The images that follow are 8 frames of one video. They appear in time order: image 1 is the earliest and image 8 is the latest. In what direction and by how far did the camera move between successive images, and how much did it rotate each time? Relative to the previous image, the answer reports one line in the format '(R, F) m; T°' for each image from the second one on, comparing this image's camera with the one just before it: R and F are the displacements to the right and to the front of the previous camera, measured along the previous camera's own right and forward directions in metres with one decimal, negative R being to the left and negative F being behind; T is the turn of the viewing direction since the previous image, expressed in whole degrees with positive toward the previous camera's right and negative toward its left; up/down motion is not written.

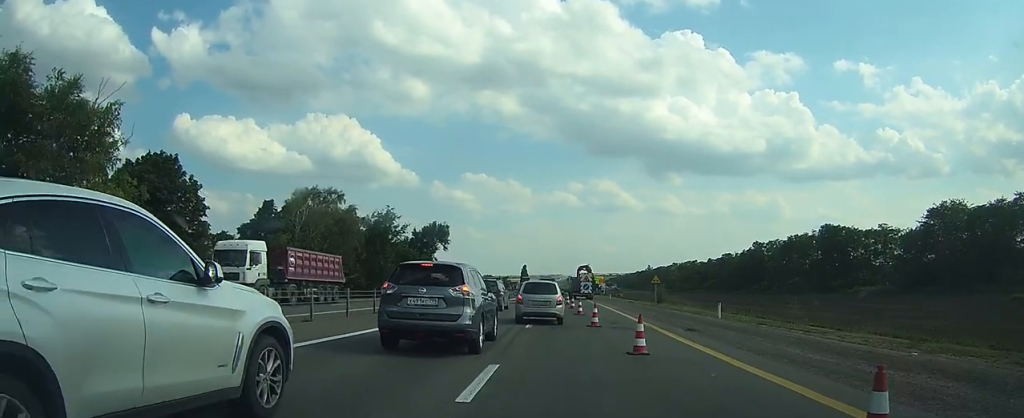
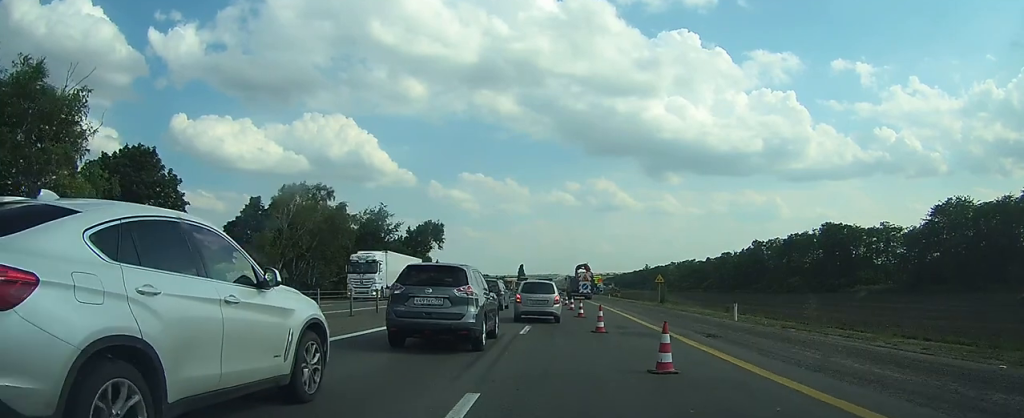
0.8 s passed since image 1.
(0.0, +2.6) m; +1°
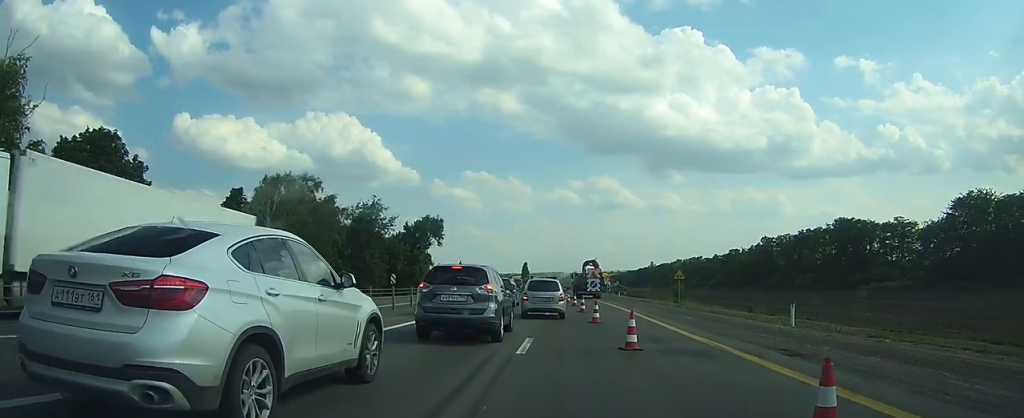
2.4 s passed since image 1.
(+0.1, +5.2) m; 0°
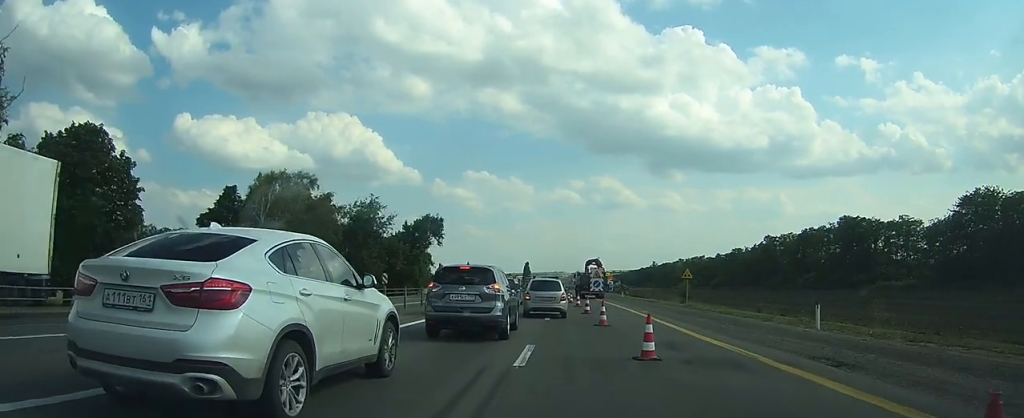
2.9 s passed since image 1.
(-0.1, +1.7) m; 0°
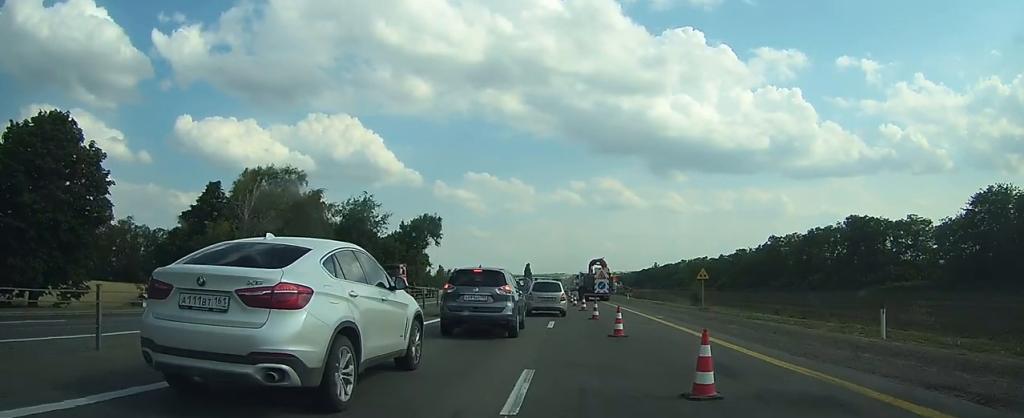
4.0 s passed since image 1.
(+0.1, +3.5) m; +1°
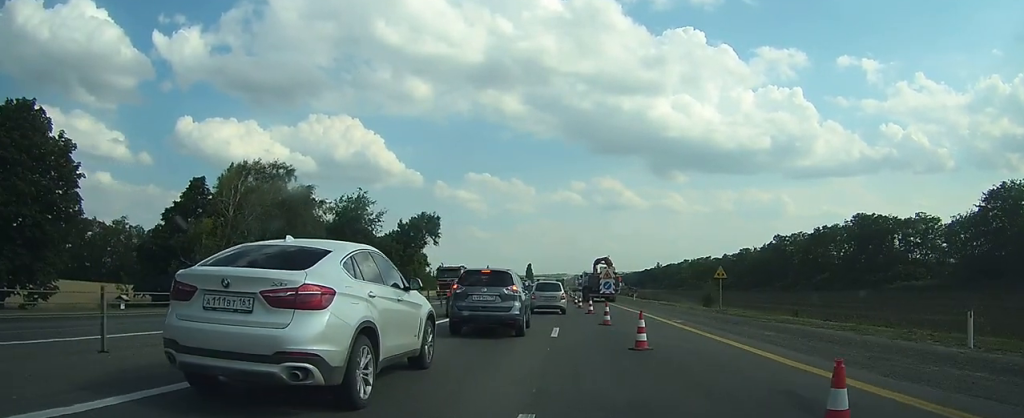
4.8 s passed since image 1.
(0.0, +2.7) m; 0°
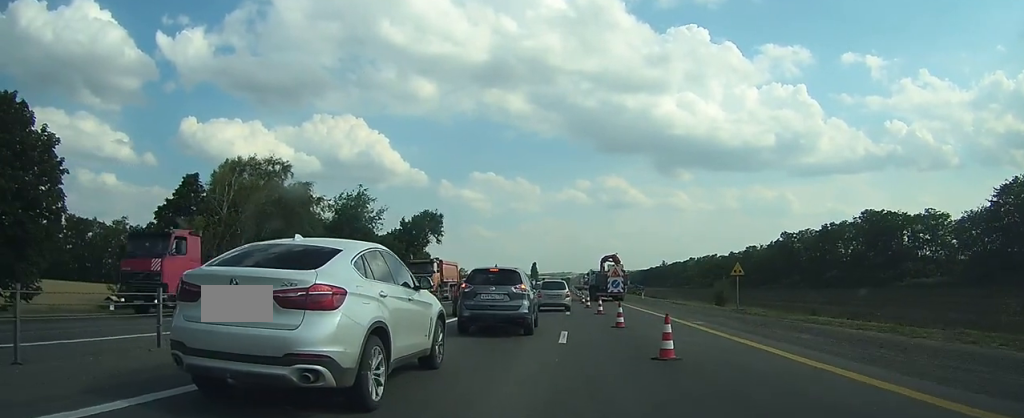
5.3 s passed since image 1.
(0.0, +1.5) m; -1°
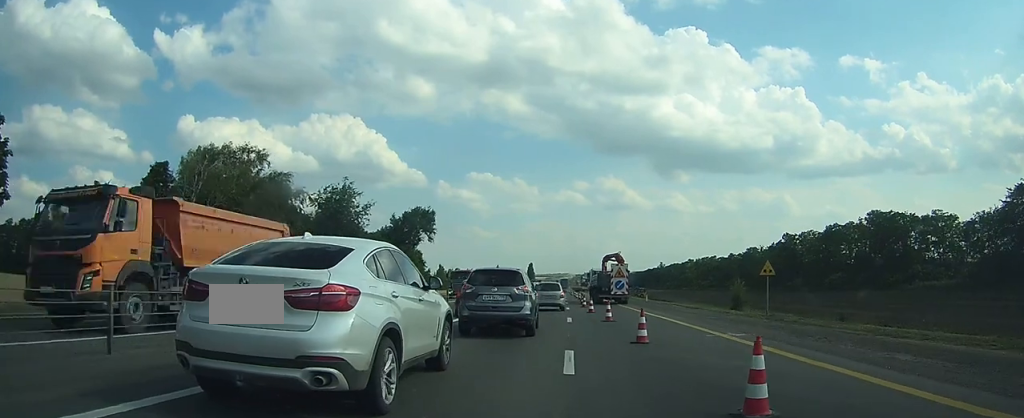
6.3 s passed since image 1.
(0.0, +3.5) m; -2°
